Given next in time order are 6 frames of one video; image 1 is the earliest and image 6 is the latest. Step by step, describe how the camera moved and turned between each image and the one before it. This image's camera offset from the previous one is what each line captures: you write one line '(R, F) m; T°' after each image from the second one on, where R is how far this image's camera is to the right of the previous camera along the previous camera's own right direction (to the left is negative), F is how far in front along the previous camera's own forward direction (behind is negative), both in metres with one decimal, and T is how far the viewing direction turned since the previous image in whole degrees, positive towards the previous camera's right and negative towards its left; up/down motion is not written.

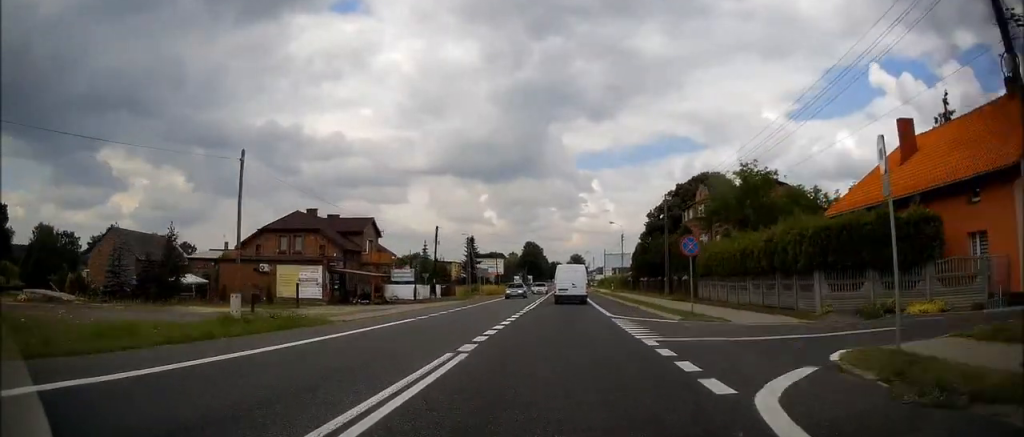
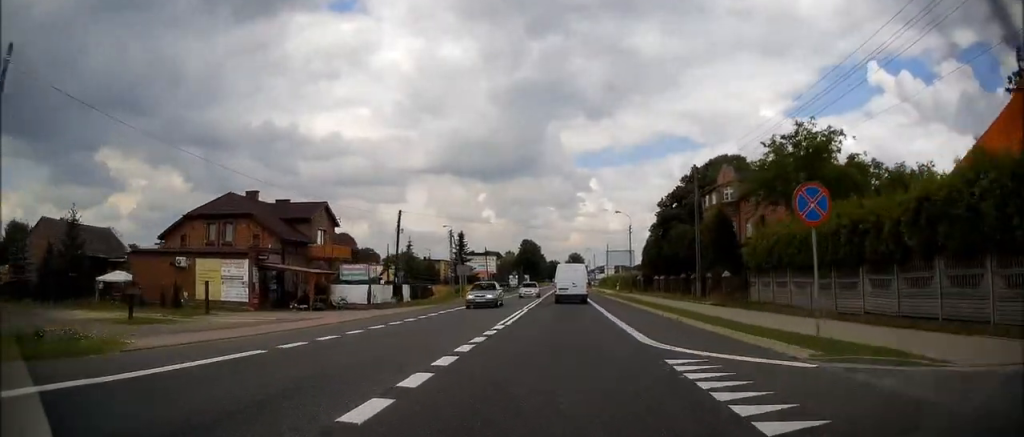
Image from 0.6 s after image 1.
(0.0, +11.7) m; 0°
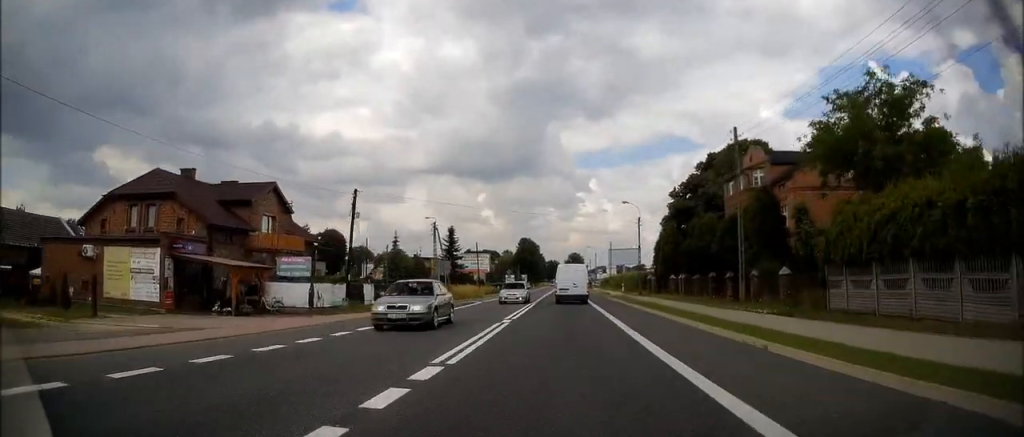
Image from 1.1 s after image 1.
(0.0, +9.1) m; 0°
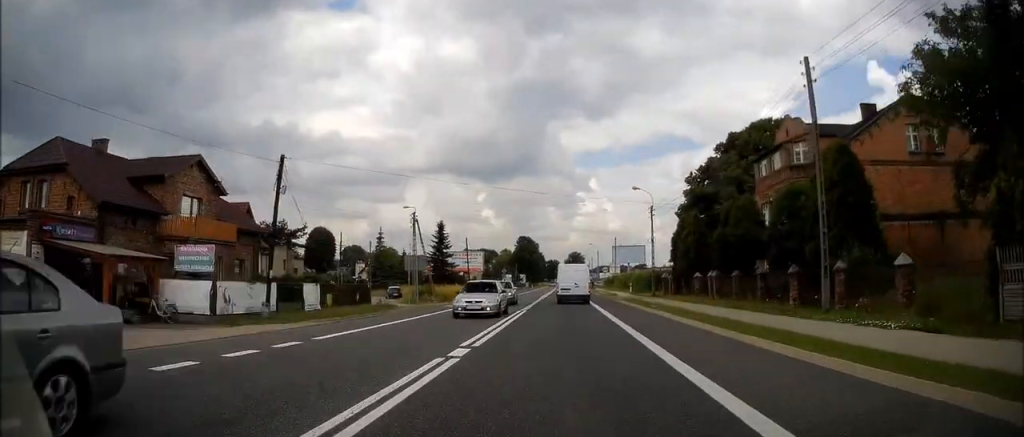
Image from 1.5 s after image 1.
(0.0, +9.1) m; 0°
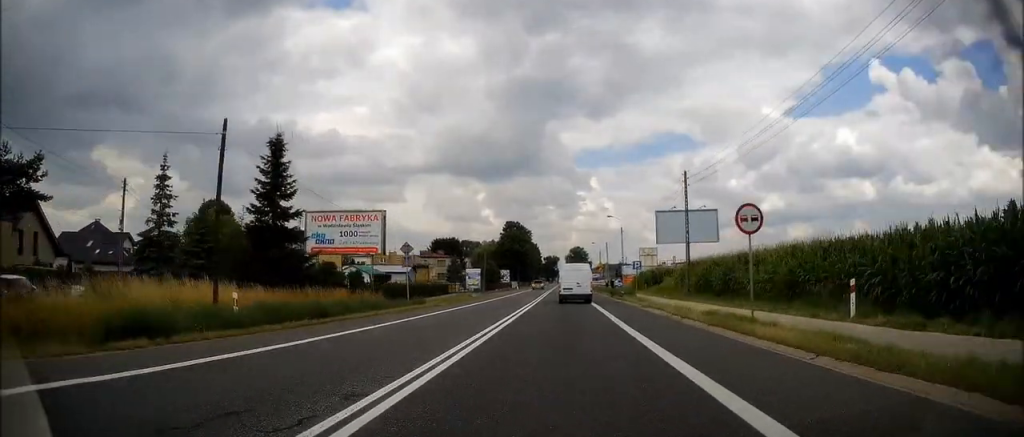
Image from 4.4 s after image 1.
(-0.3, +55.8) m; +1°
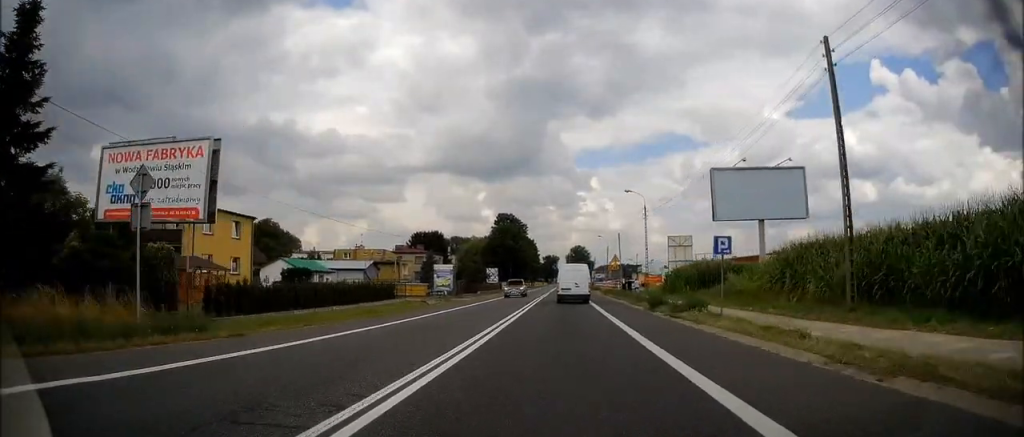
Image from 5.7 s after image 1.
(-0.2, +23.4) m; -1°
